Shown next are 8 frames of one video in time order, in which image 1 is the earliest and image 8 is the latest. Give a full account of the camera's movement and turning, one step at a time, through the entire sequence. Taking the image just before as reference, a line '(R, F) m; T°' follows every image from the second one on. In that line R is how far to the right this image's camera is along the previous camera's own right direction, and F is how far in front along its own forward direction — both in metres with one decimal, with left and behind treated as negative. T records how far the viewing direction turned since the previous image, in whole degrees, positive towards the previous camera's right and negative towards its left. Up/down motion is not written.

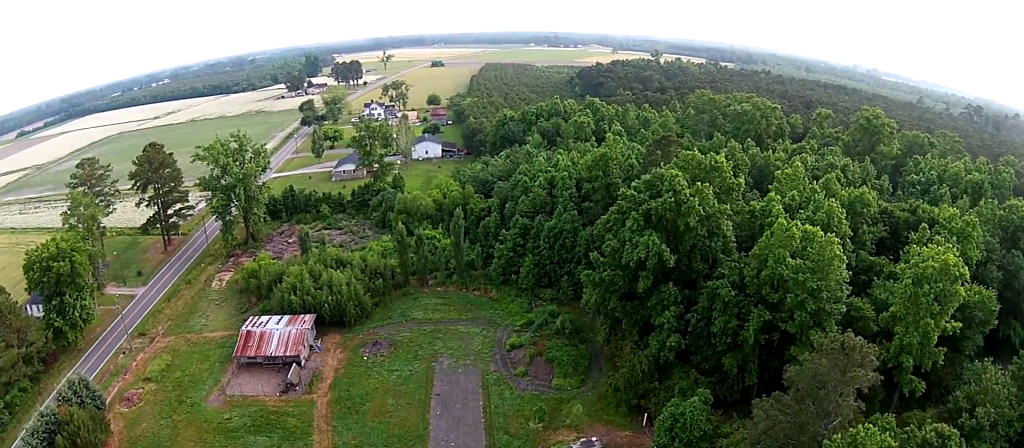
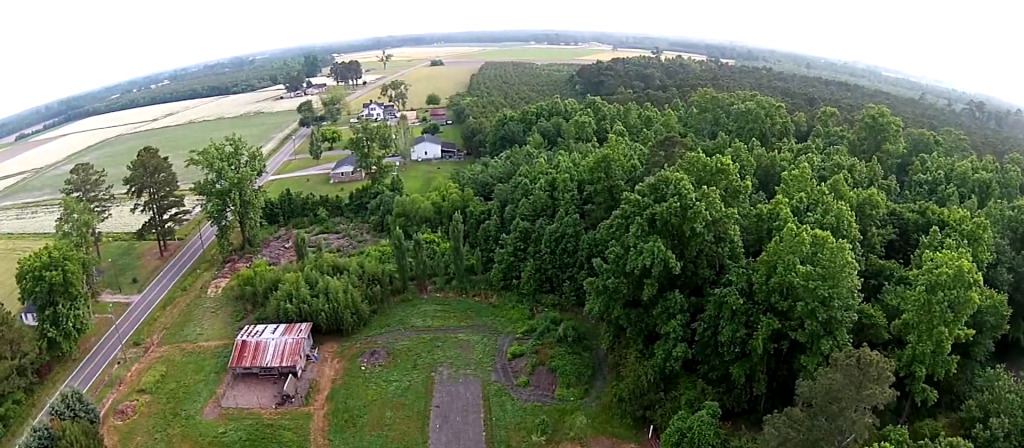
(0.0, +3.4) m; +1°
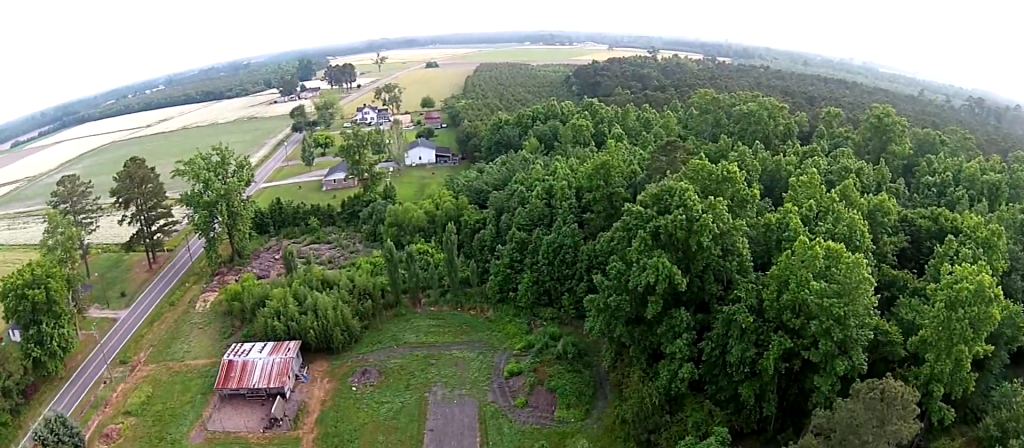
(+0.1, +5.7) m; +1°
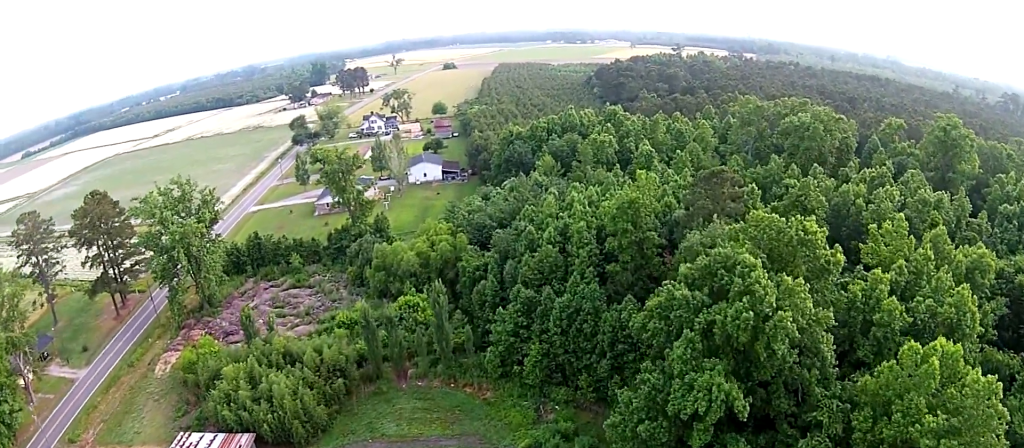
(+0.4, +24.1) m; 0°
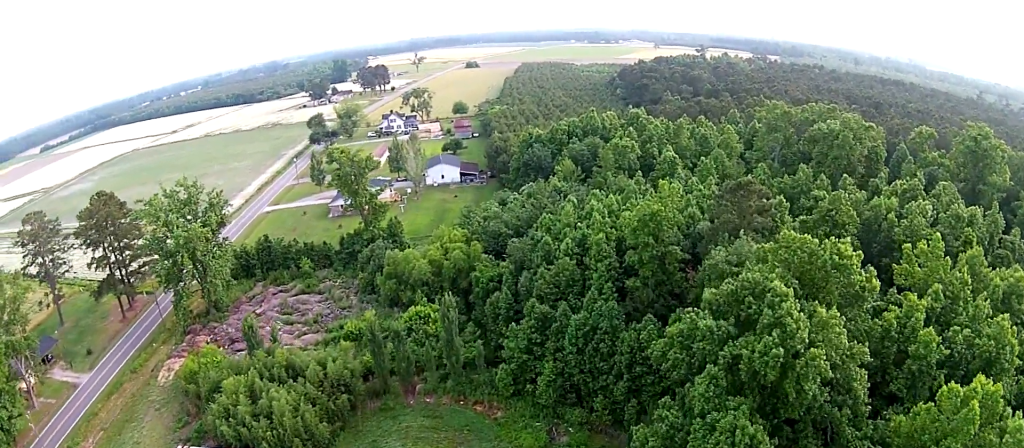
(0.0, +4.5) m; -1°
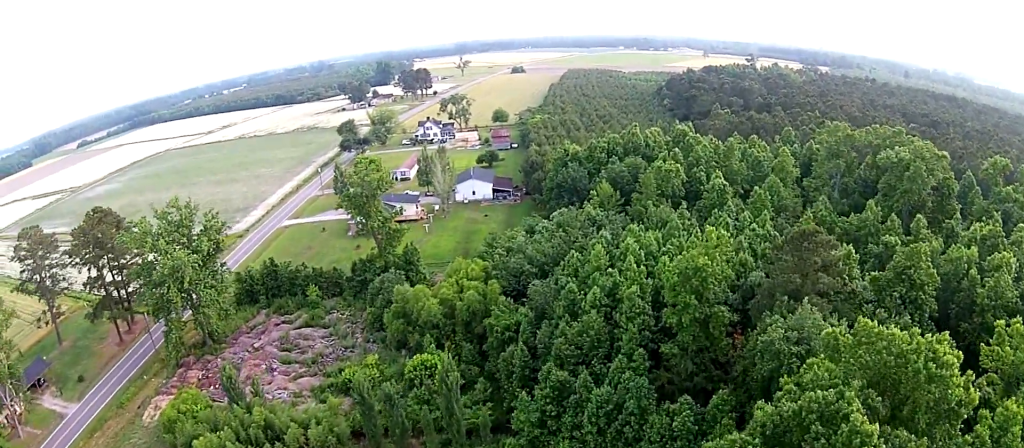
(-0.2, +13.3) m; -3°
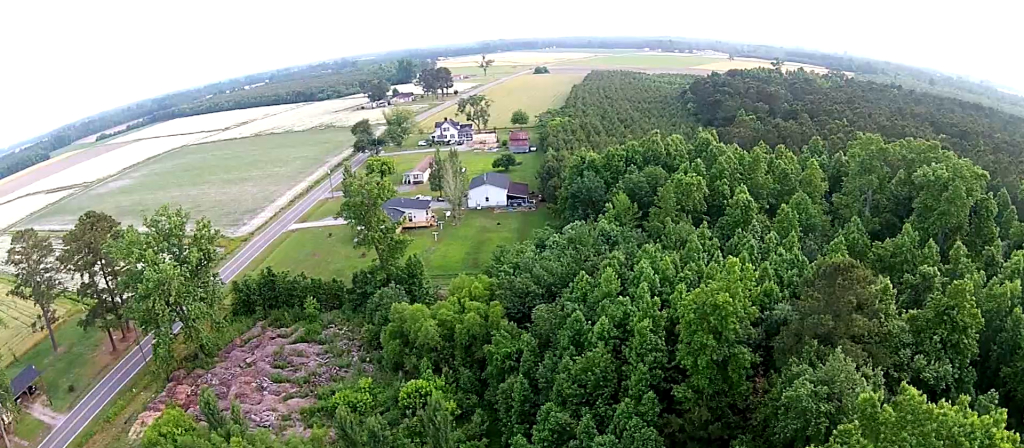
(-0.1, +7.0) m; -2°
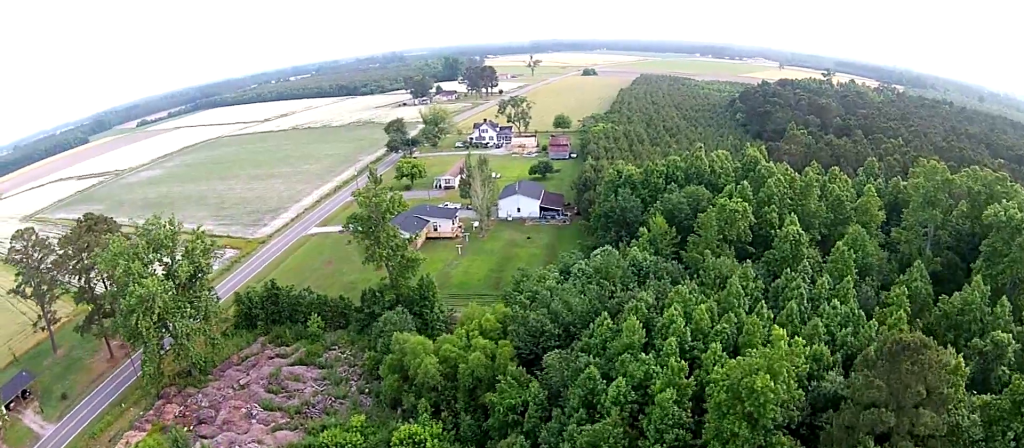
(-0.2, +10.5) m; -4°
